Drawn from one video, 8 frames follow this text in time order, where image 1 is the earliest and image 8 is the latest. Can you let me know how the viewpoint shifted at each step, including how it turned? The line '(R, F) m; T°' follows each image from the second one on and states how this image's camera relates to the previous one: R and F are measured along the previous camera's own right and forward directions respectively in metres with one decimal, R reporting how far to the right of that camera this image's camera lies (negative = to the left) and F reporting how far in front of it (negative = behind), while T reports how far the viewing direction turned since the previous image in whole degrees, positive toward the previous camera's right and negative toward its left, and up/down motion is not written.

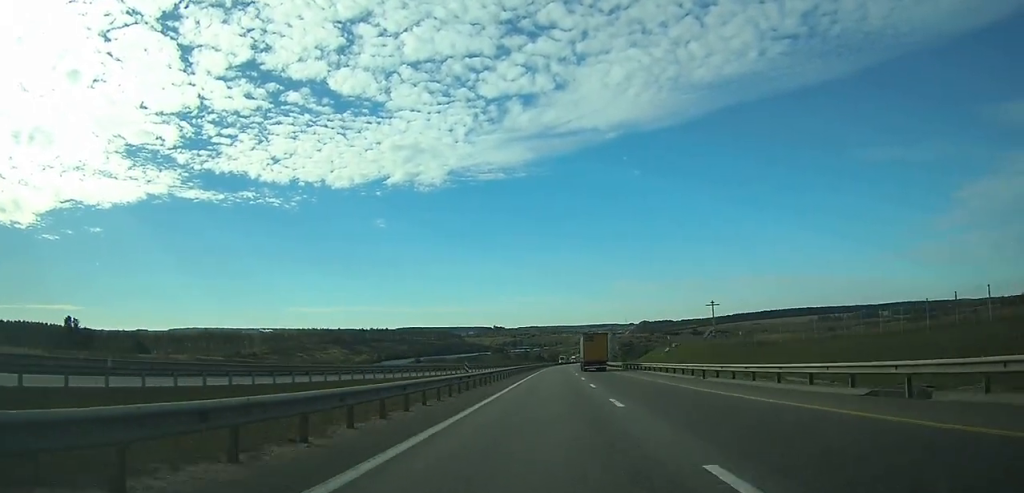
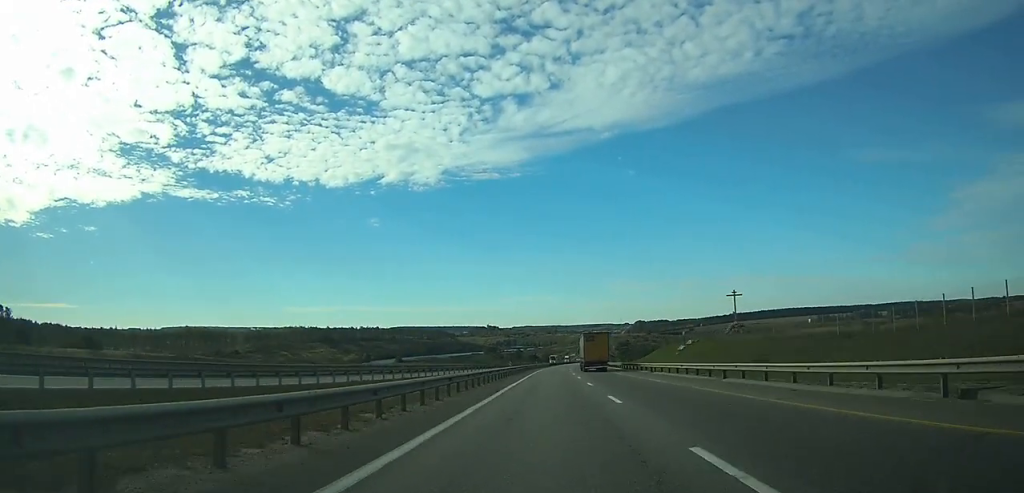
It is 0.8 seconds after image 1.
(+0.2, +22.5) m; 0°
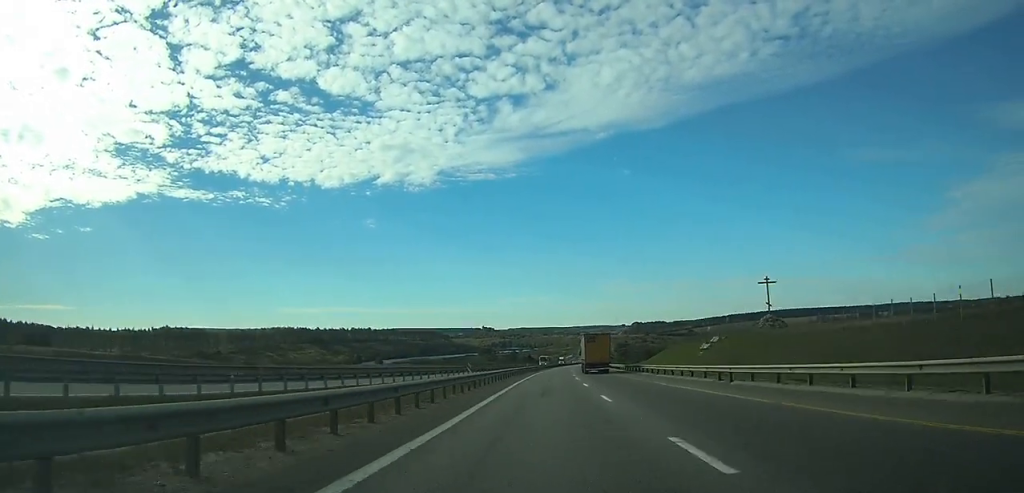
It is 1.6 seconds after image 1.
(0.0, +22.5) m; 0°
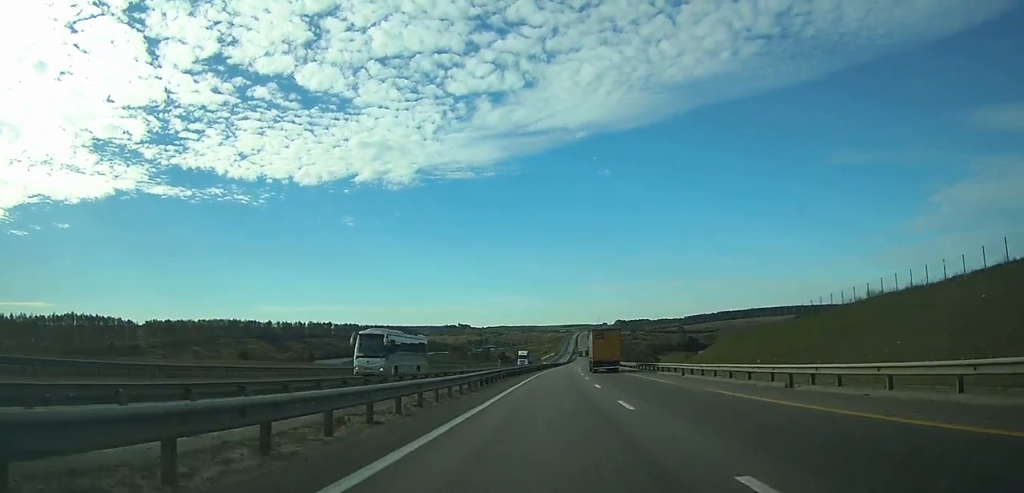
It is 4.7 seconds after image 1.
(+1.3, +86.4) m; +2°
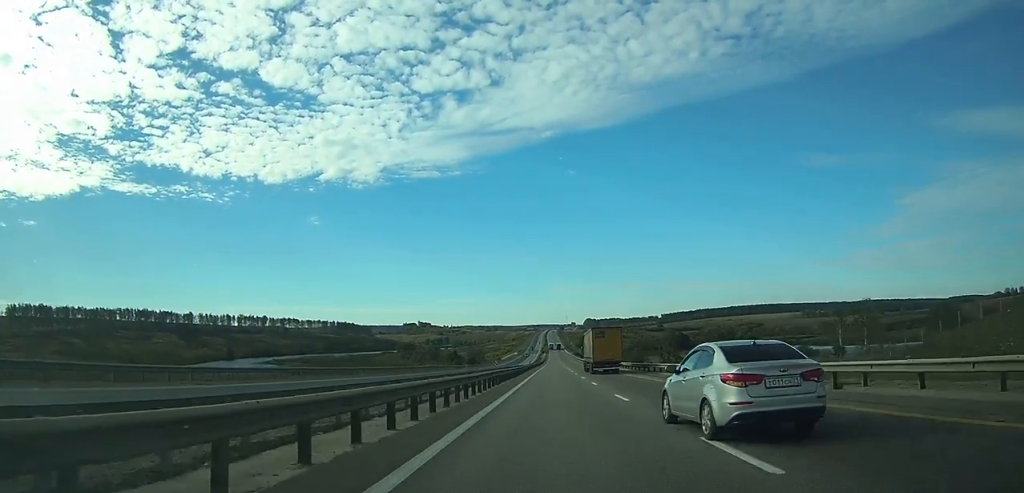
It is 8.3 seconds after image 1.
(+2.4, +103.7) m; +3°
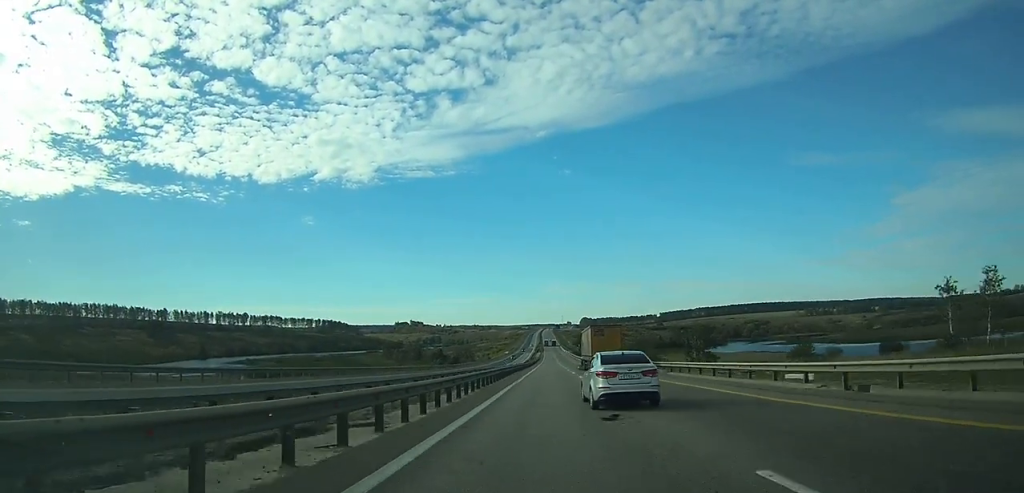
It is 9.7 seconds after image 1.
(+0.5, +37.9) m; +1°
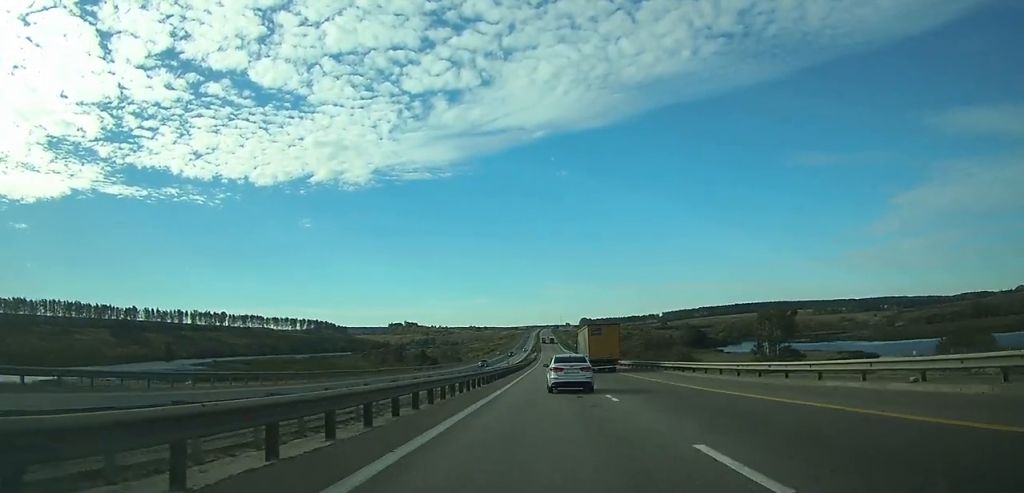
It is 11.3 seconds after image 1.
(+0.4, +45.7) m; 0°
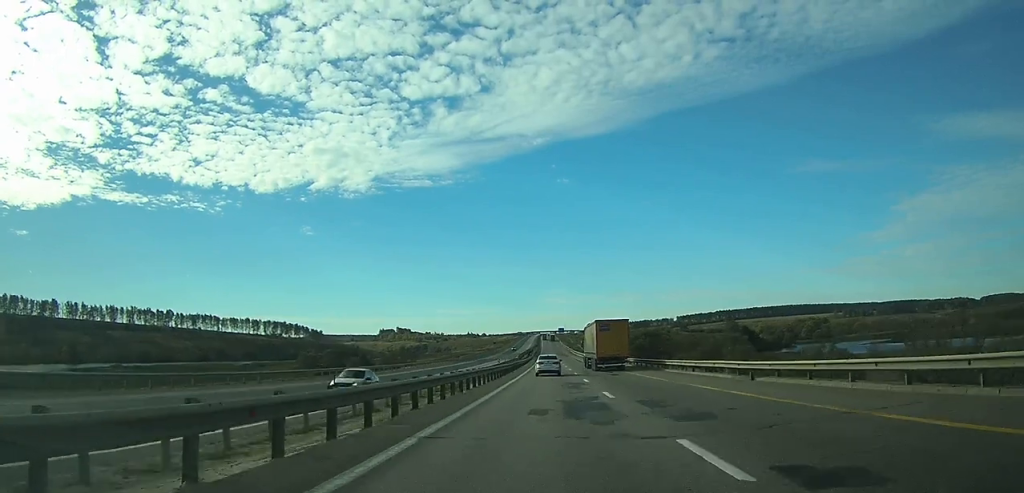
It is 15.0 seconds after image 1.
(0.0, +107.0) m; 0°
